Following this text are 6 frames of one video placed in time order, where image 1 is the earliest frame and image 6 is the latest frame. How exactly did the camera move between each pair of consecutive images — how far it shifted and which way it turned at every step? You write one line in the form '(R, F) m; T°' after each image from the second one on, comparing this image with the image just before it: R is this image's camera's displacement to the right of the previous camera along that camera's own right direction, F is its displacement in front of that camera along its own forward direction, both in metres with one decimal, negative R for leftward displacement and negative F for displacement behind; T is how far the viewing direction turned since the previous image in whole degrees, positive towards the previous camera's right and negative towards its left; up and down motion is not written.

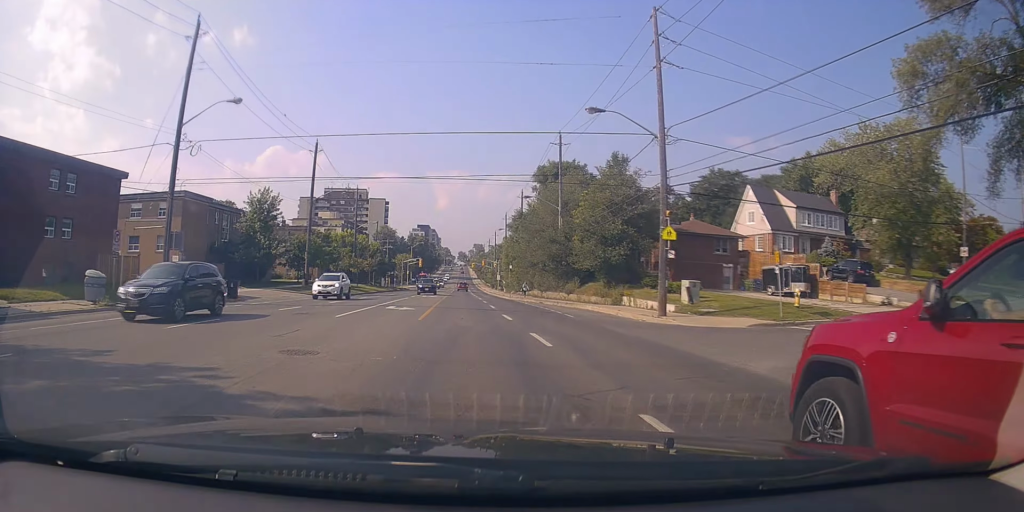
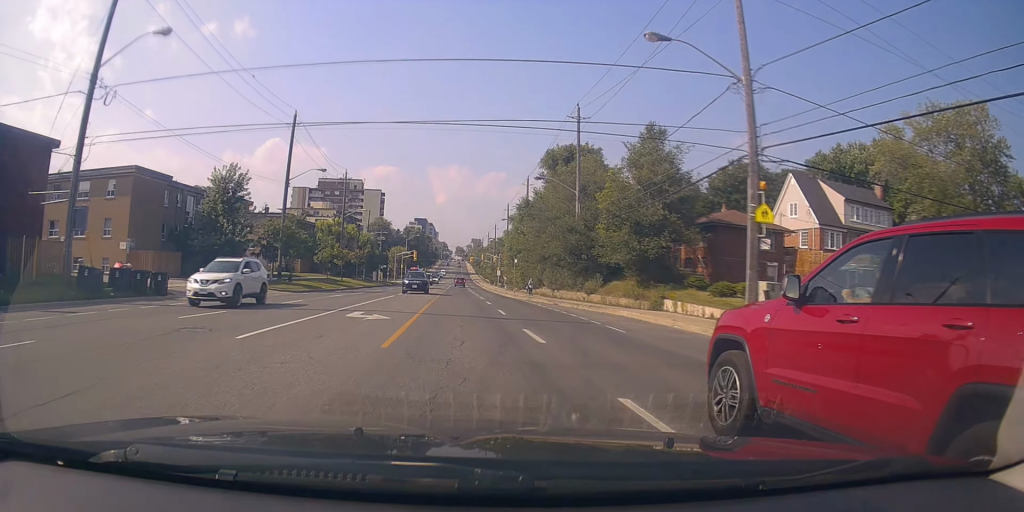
(-0.5, +8.2) m; 0°
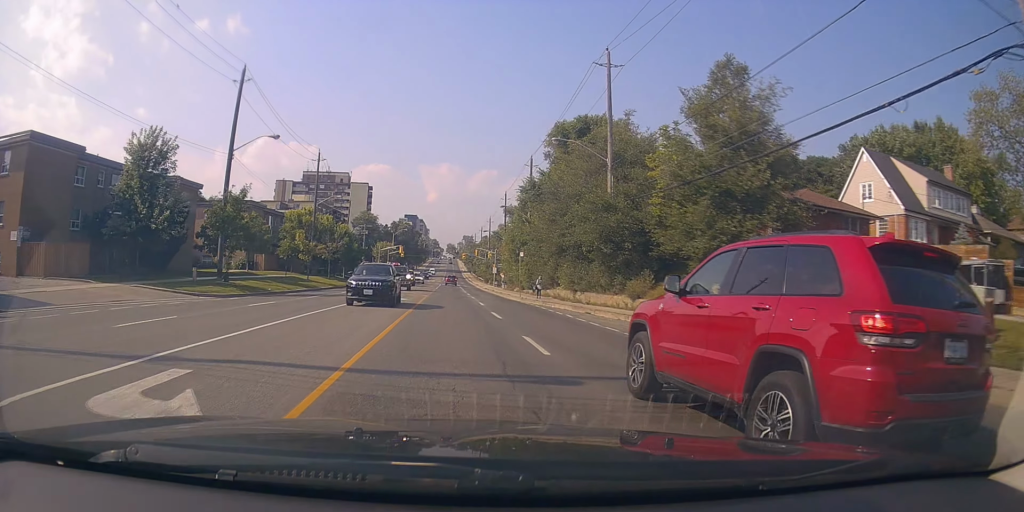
(+0.5, +11.7) m; +1°
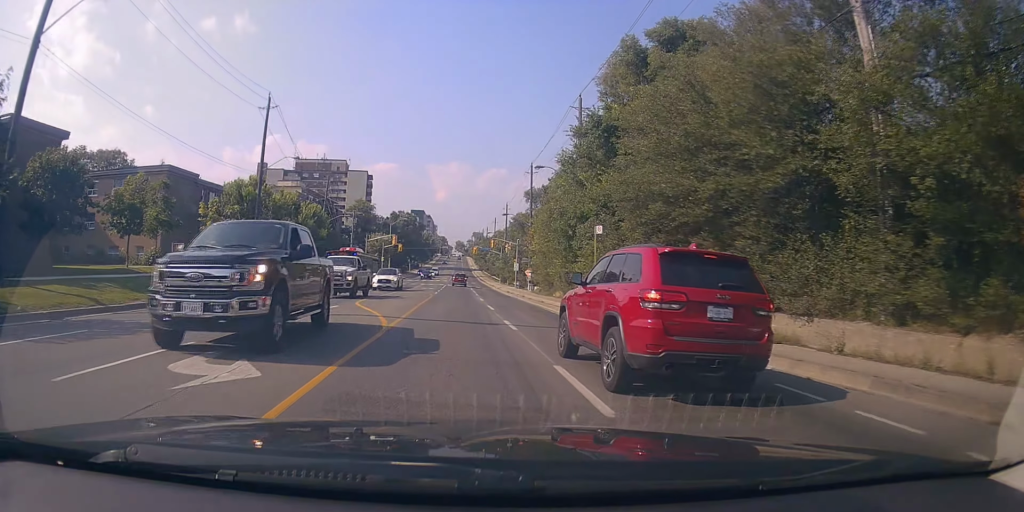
(-0.2, +22.0) m; 0°
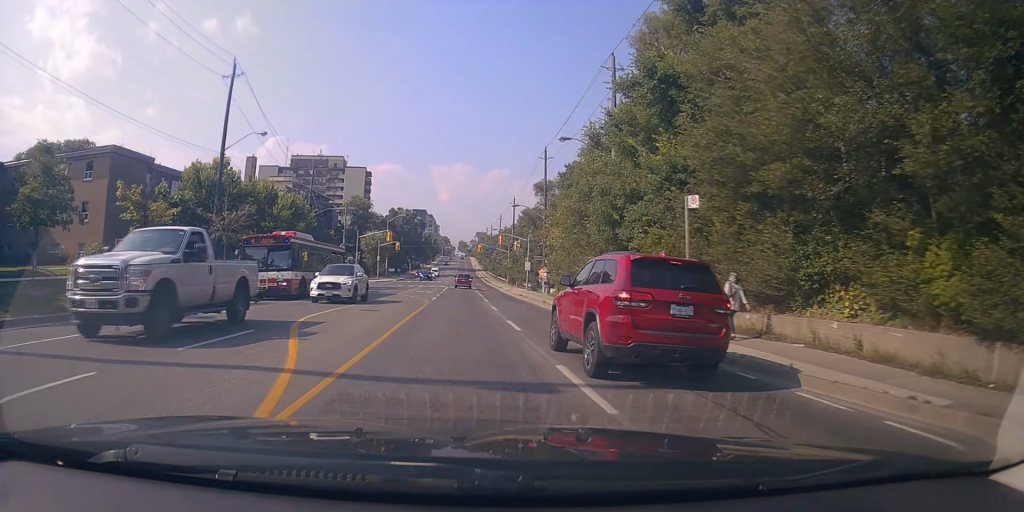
(+0.1, +8.8) m; 0°
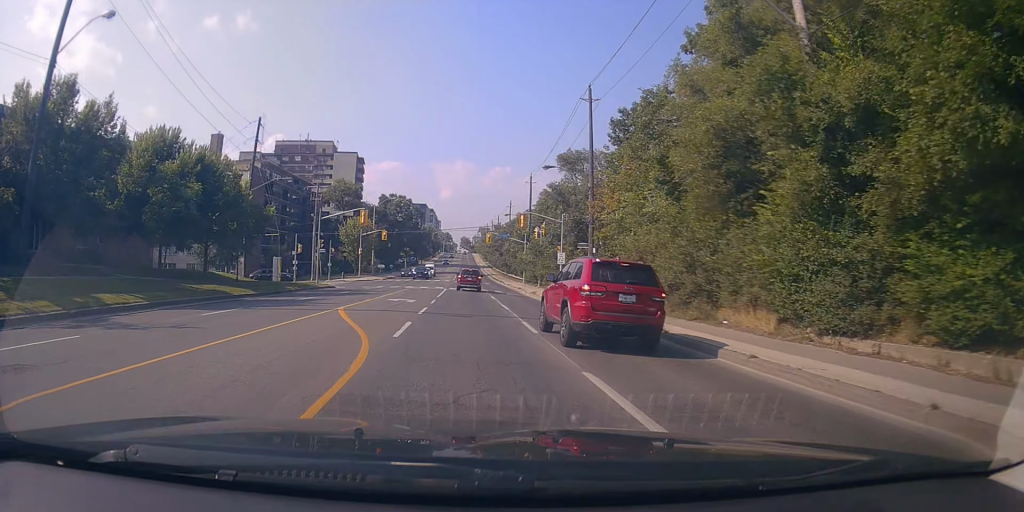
(-0.9, +19.4) m; -4°
